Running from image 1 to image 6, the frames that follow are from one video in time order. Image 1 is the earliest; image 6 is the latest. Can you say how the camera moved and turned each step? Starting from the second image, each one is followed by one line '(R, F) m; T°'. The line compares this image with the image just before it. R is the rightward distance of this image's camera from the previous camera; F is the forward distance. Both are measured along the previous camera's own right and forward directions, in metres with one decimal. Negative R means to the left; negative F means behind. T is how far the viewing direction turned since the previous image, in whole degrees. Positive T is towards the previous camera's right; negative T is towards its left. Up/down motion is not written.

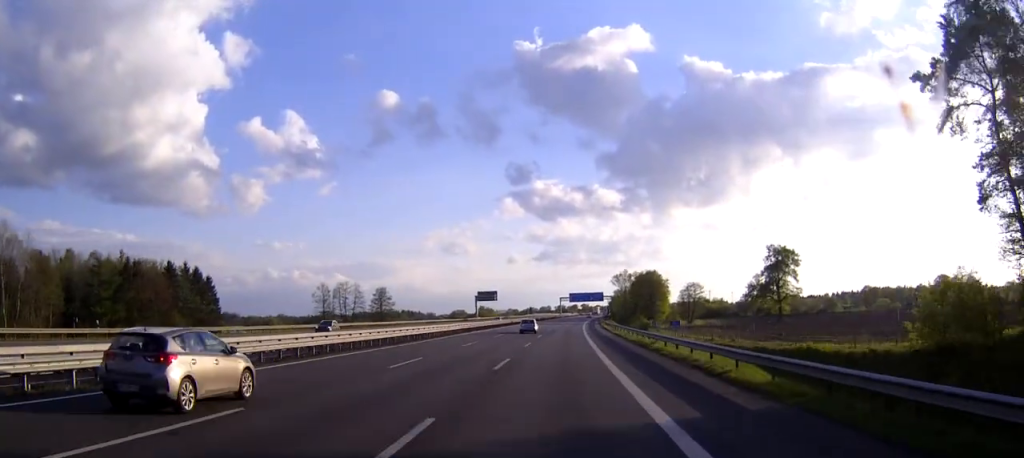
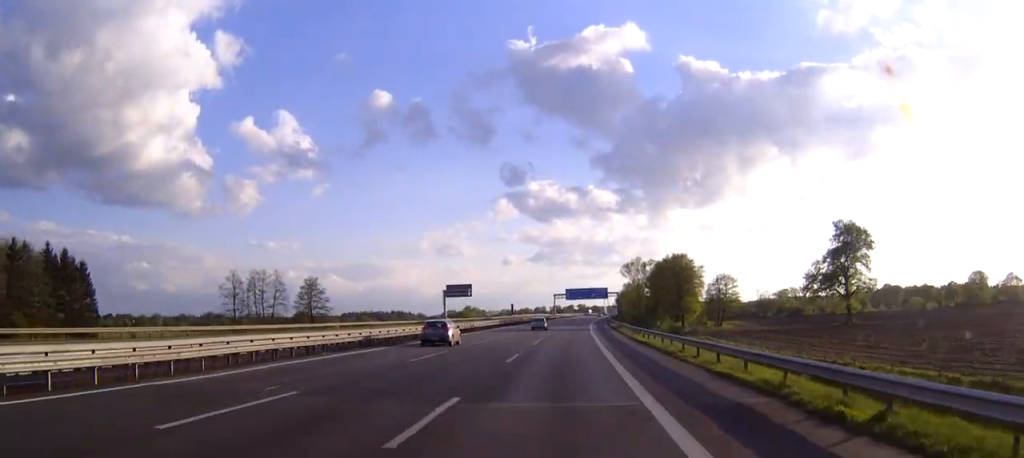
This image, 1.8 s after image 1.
(+0.2, +50.8) m; 0°
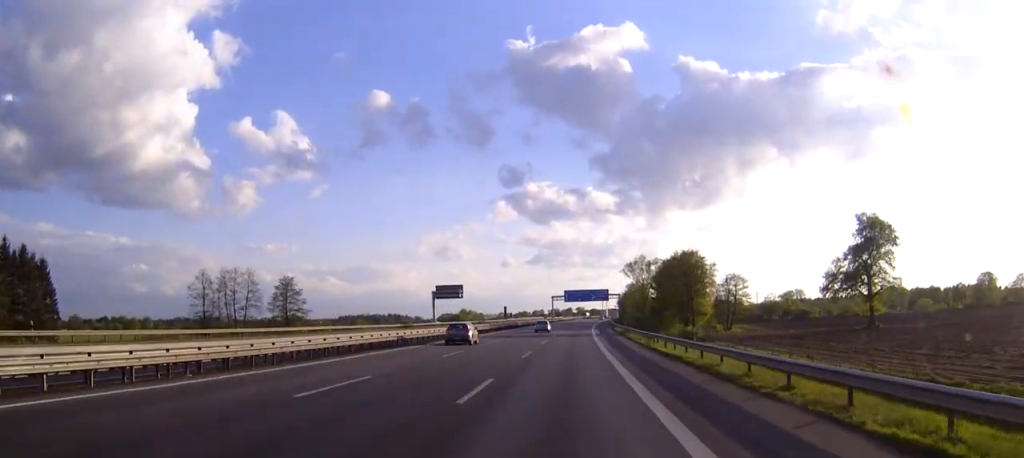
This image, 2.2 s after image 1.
(0.0, +12.2) m; 0°
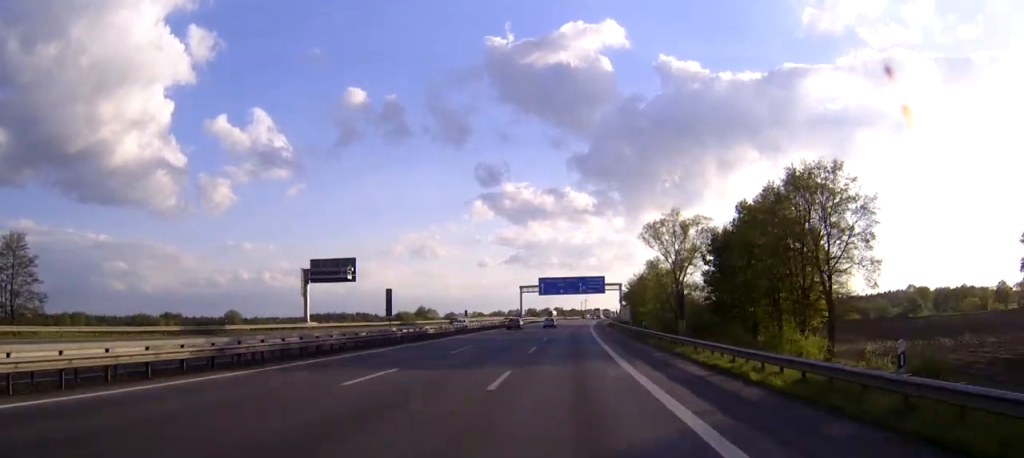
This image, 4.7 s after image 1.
(+0.8, +69.3) m; +2°
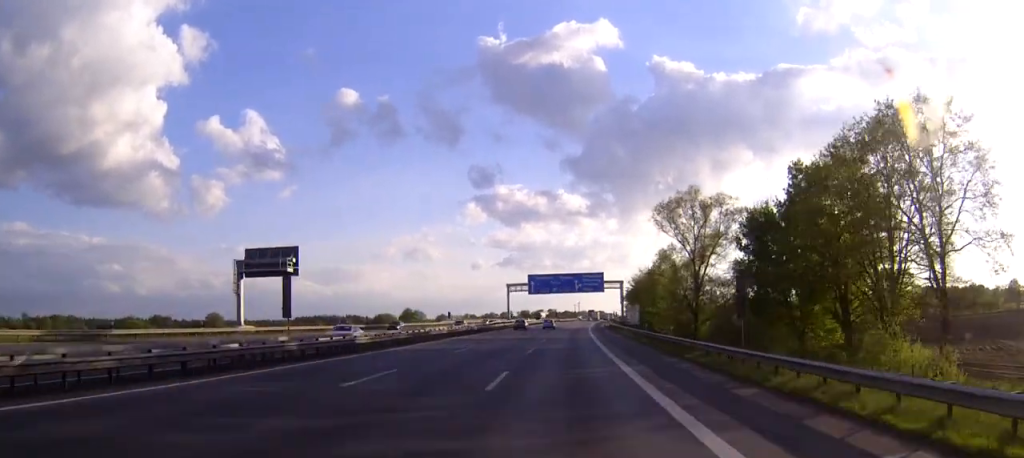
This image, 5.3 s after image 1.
(+0.1, +17.7) m; +1°
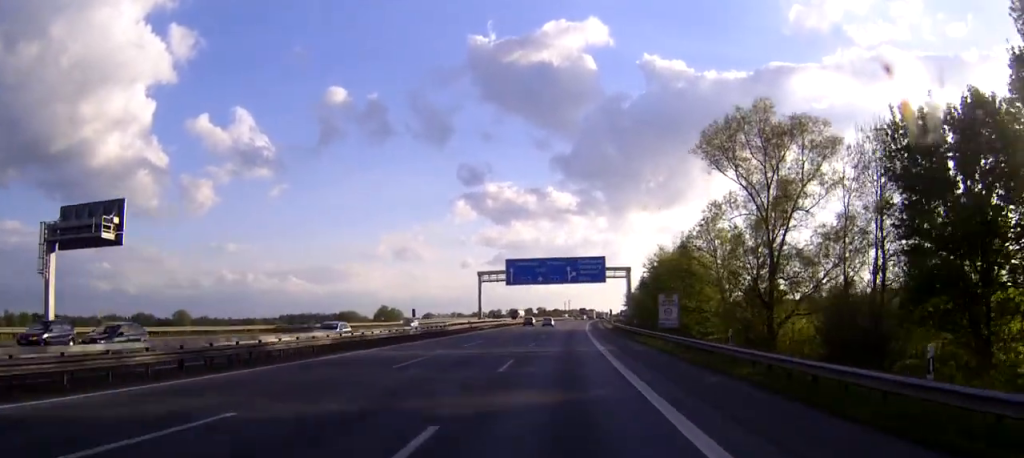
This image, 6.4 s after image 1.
(+0.2, +29.7) m; +1°
